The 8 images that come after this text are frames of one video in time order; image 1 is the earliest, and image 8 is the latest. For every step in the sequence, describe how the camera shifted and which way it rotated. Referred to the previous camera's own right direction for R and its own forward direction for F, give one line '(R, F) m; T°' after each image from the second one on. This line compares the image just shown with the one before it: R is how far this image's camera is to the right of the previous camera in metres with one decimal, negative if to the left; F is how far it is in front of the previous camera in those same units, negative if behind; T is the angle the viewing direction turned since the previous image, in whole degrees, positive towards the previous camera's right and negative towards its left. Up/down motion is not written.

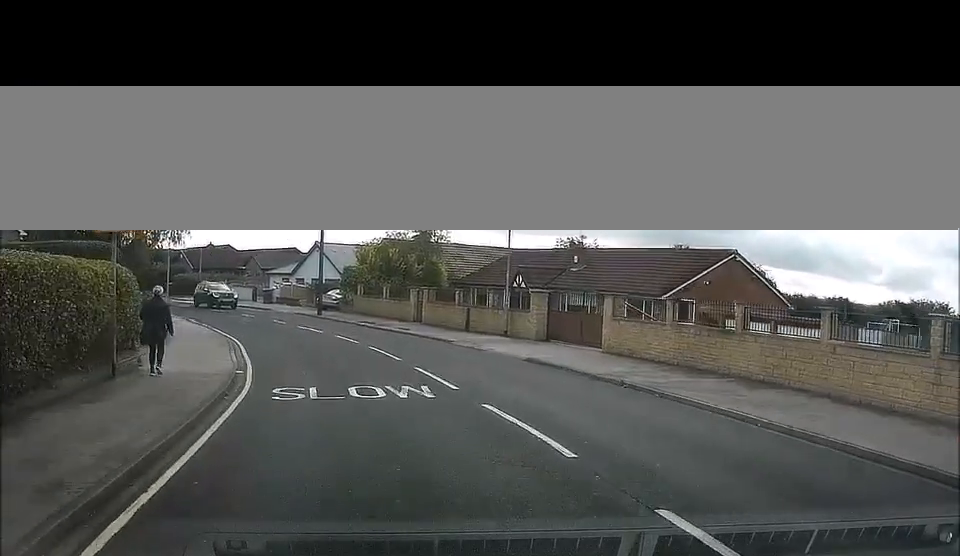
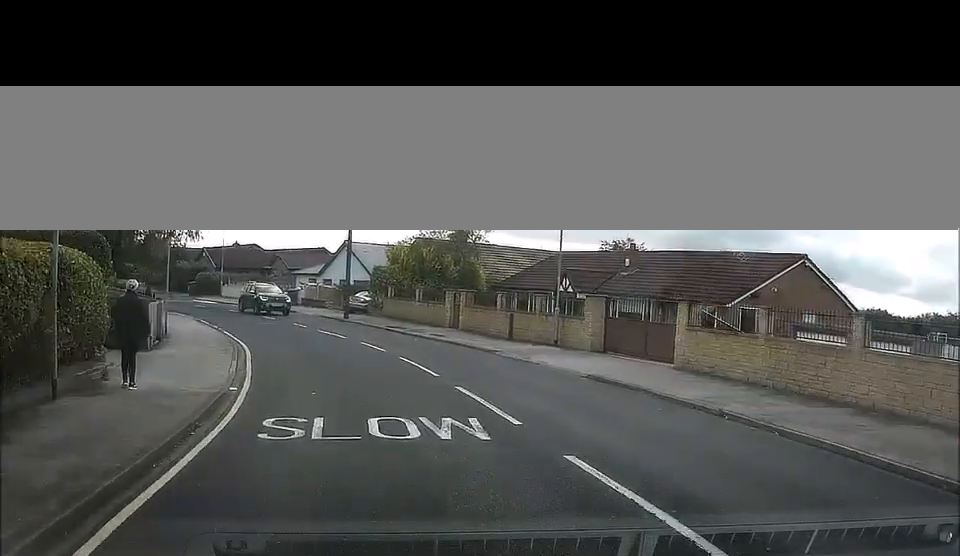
(-0.1, +4.1) m; -4°
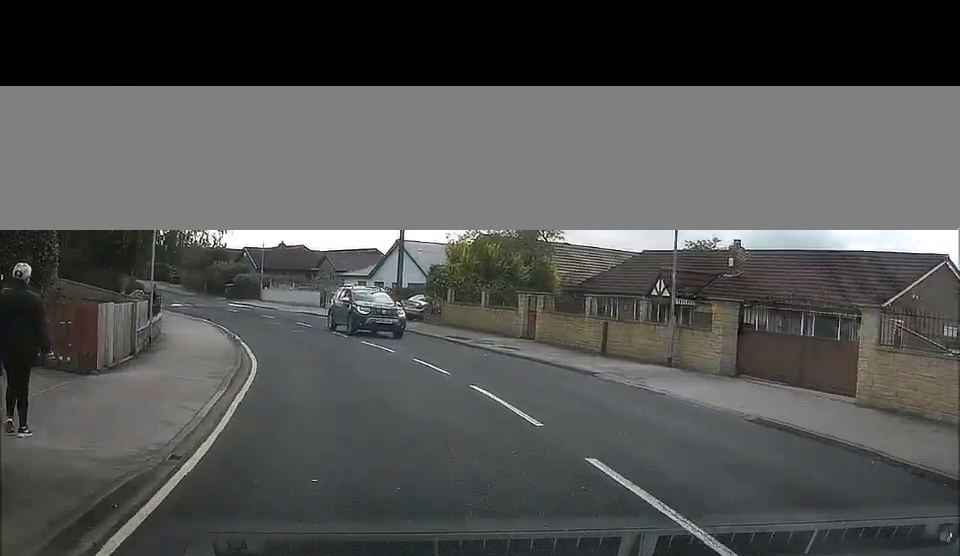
(-0.3, +7.1) m; -7°
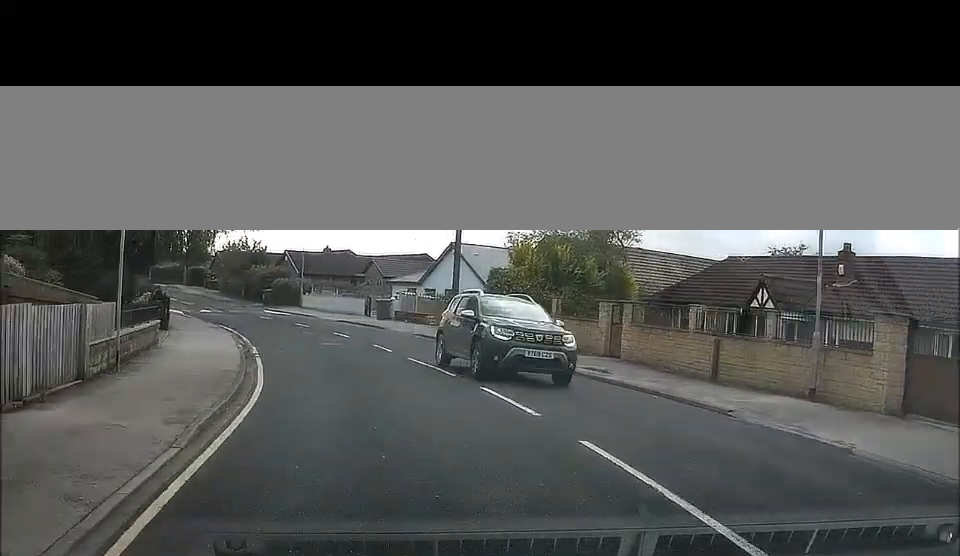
(-0.3, +5.7) m; -6°
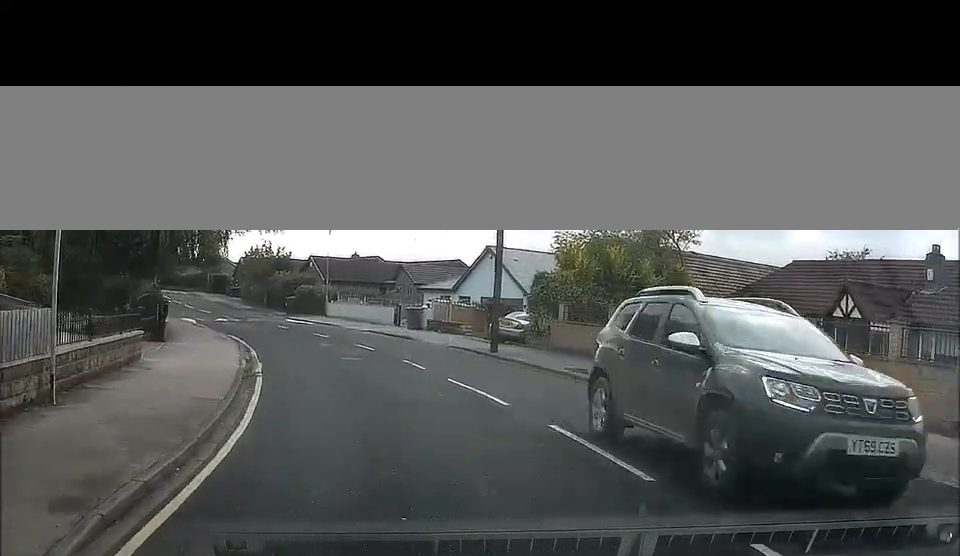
(-0.2, +3.8) m; -3°
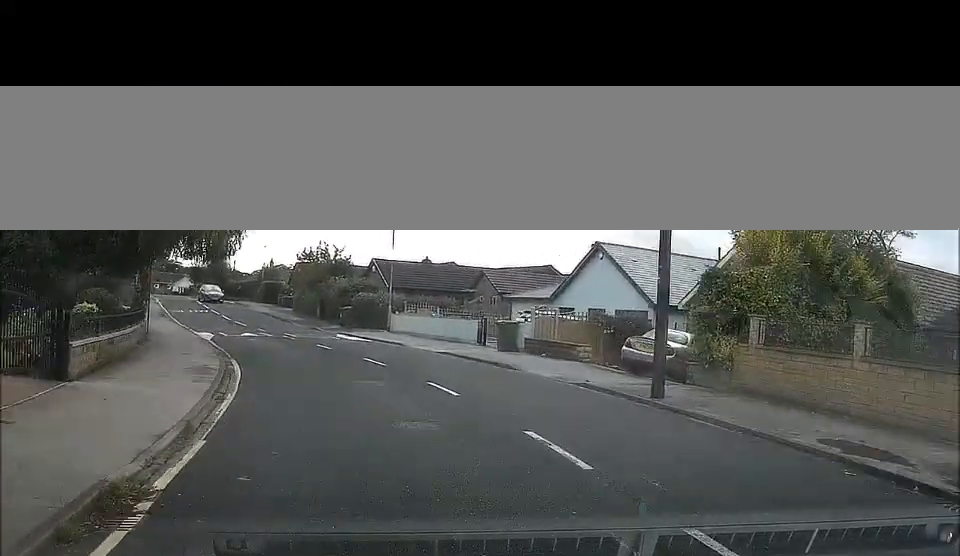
(-0.6, +9.5) m; -7°
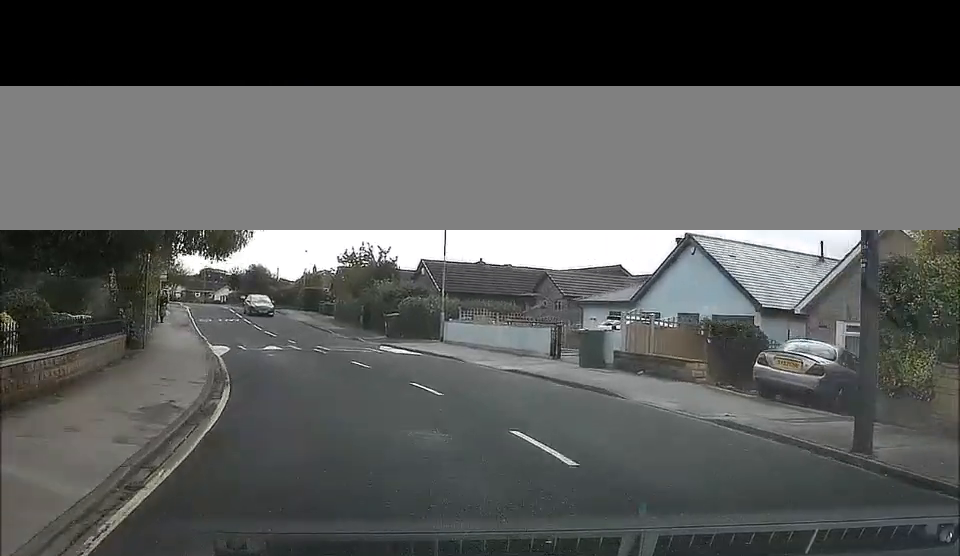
(-0.2, +5.2) m; -5°
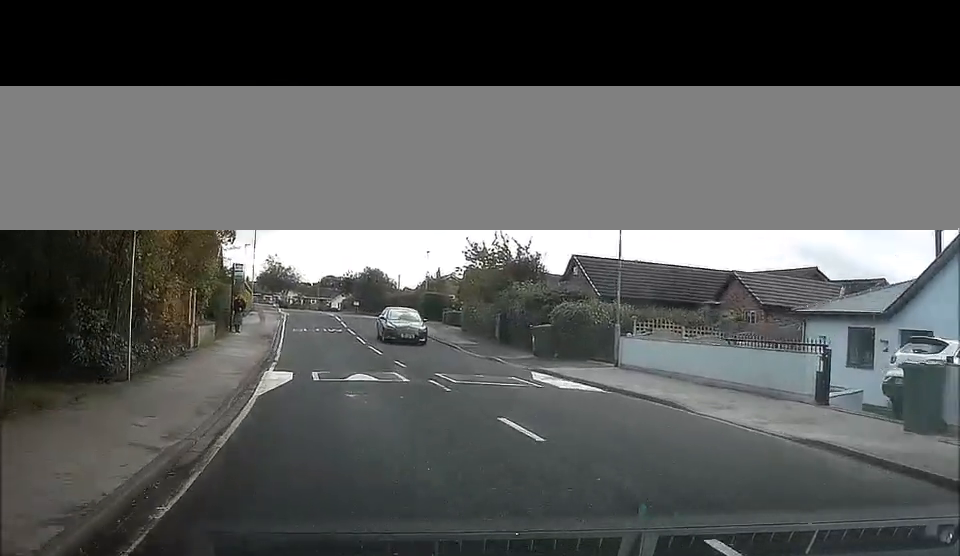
(-0.9, +9.6) m; -8°
